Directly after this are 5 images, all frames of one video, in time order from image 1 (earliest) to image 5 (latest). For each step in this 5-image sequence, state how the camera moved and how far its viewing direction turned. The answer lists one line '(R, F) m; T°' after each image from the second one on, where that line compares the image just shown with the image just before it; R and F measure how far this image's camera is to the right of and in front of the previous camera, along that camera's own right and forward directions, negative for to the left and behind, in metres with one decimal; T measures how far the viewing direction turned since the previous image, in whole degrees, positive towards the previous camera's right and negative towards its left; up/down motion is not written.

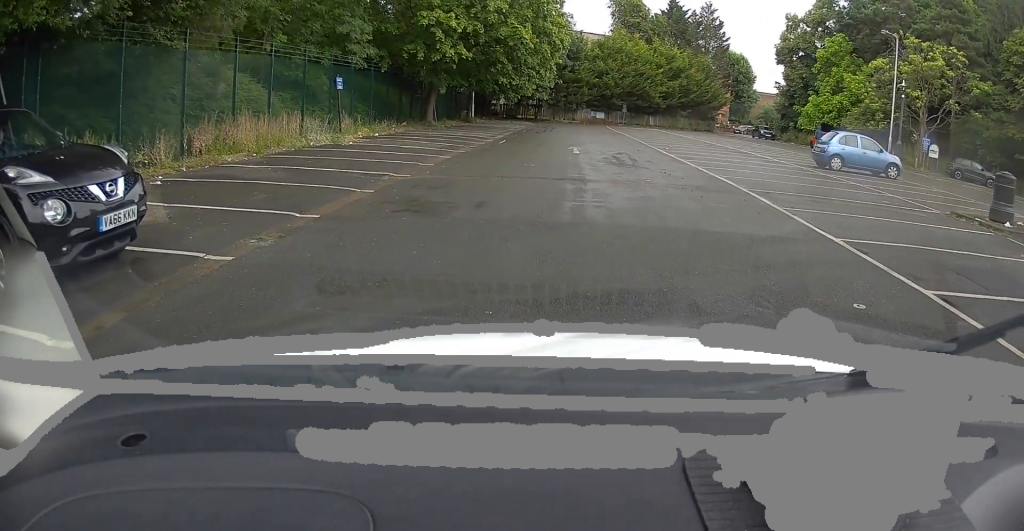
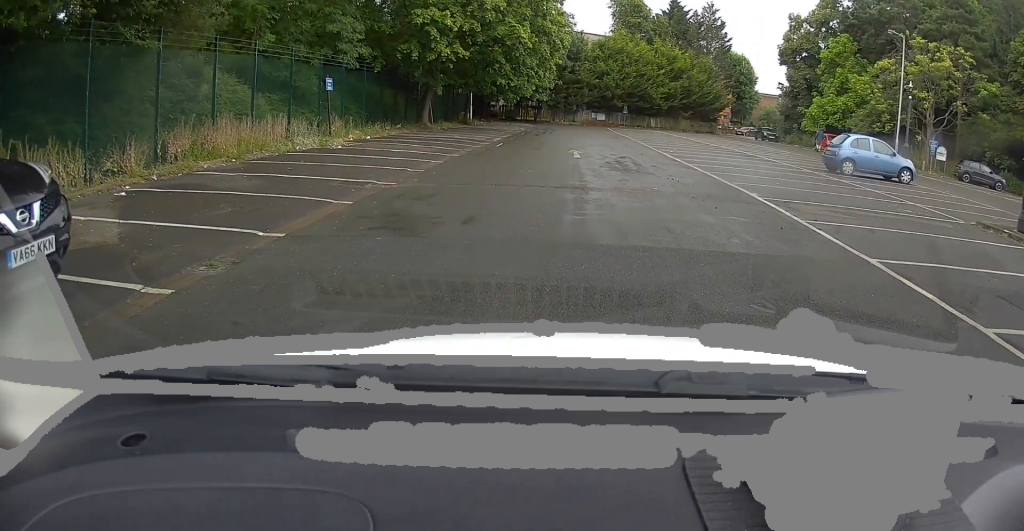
(0.0, +1.2) m; 0°
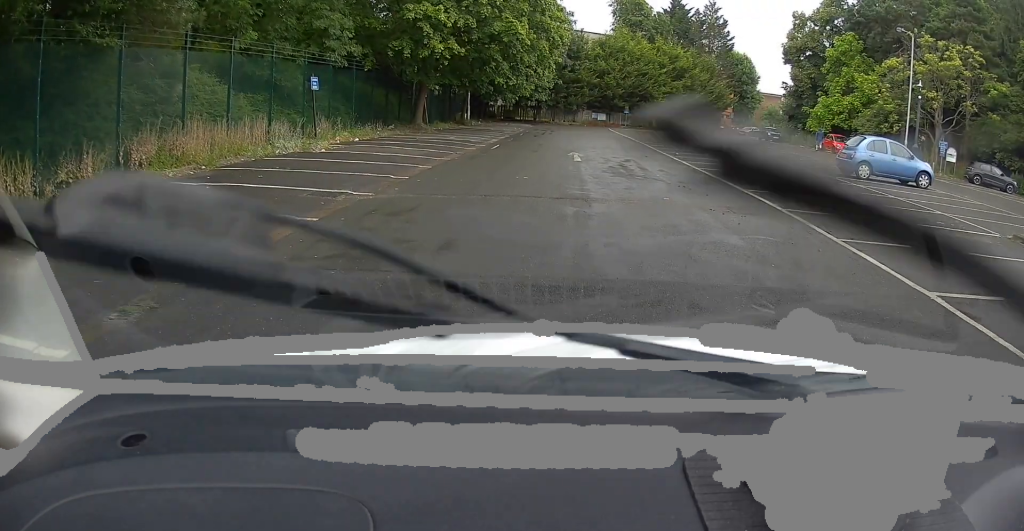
(-0.2, +1.2) m; 0°
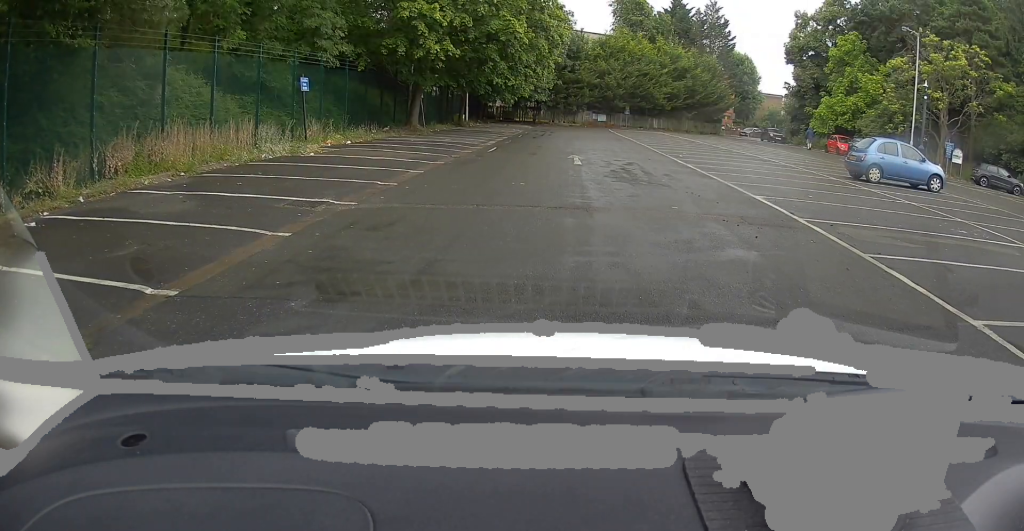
(0.0, +0.9) m; 0°
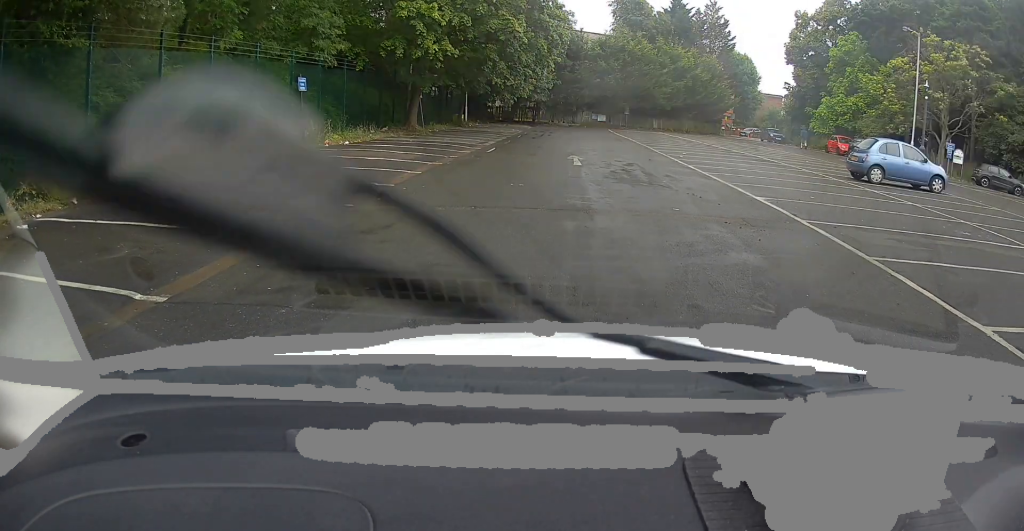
(0.0, +0.2) m; 0°
